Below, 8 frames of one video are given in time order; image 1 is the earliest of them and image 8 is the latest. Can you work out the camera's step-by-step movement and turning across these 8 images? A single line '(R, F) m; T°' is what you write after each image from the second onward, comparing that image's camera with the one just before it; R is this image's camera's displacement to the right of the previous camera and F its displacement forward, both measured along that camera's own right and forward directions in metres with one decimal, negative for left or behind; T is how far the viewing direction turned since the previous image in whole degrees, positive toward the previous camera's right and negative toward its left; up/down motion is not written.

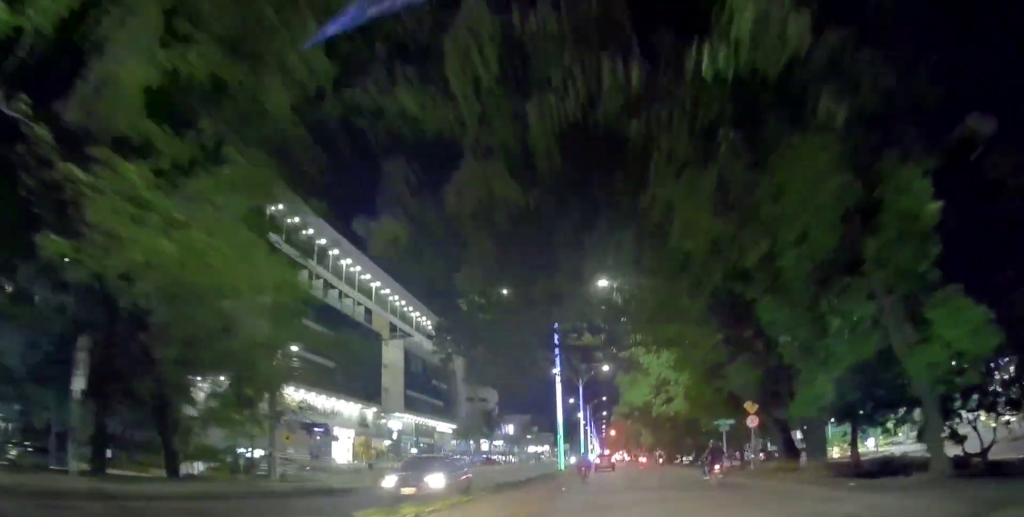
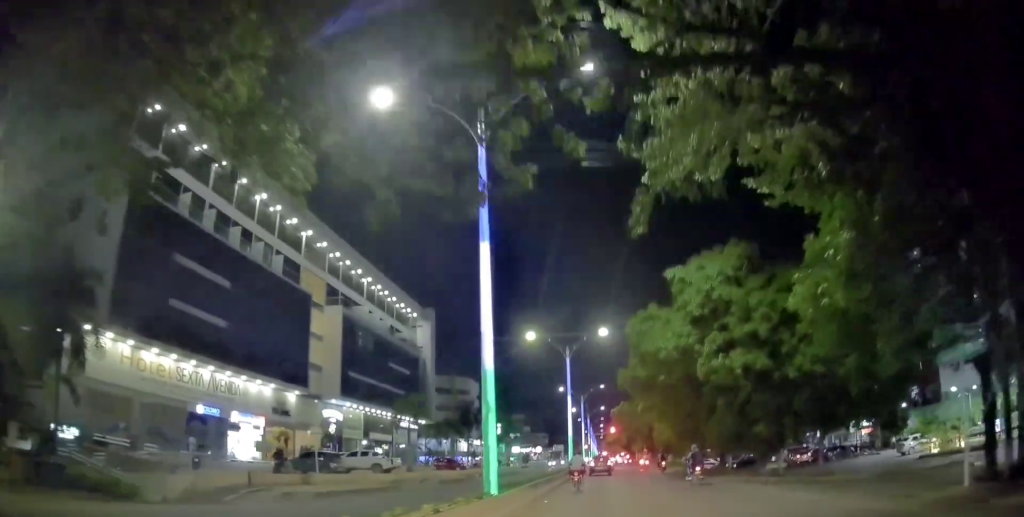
(-0.4, +22.2) m; +1°
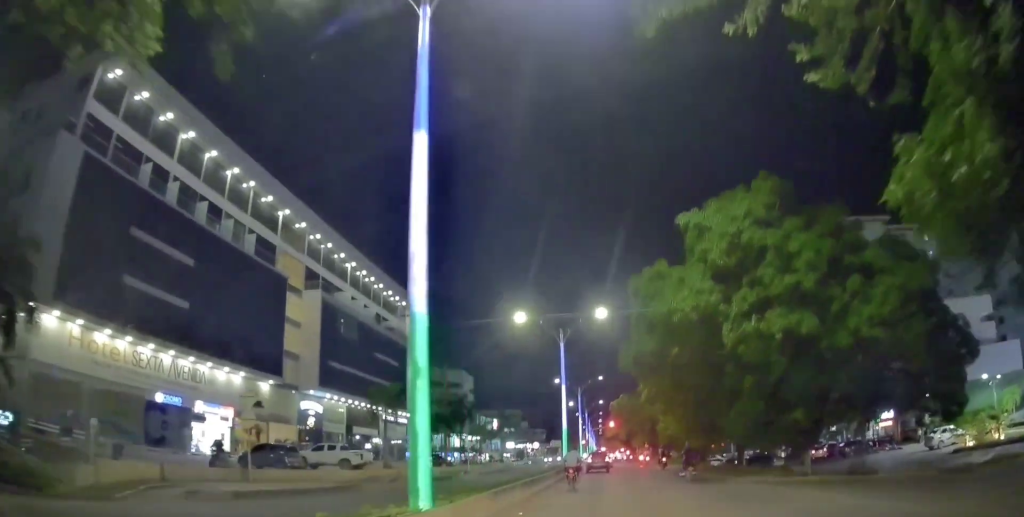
(+0.2, +5.2) m; 0°
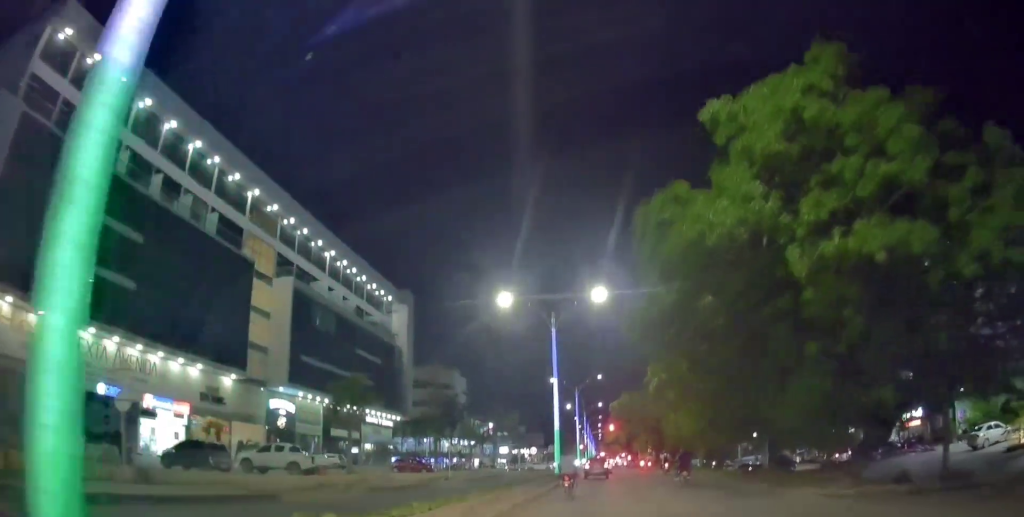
(0.0, +6.4) m; -1°
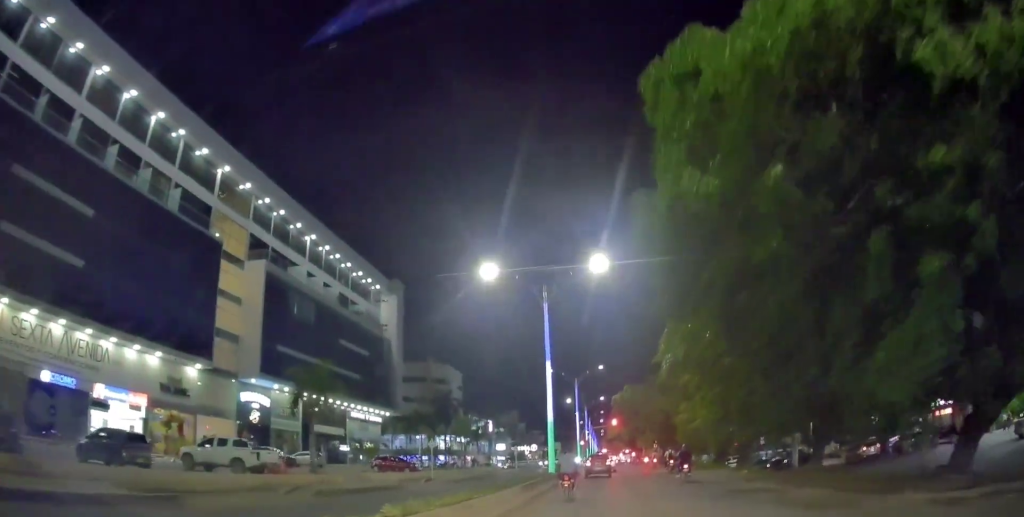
(-0.1, +5.5) m; -2°
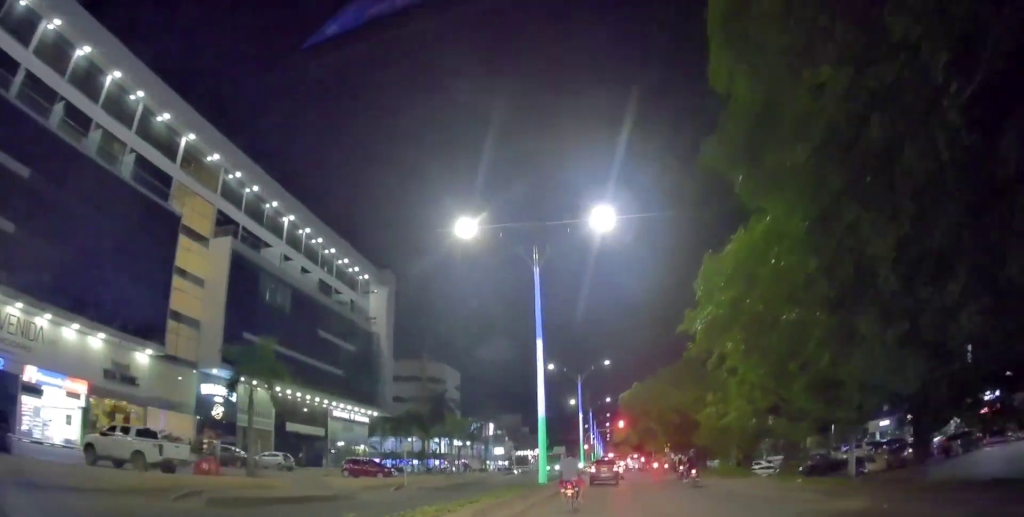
(-0.2, +6.7) m; 0°
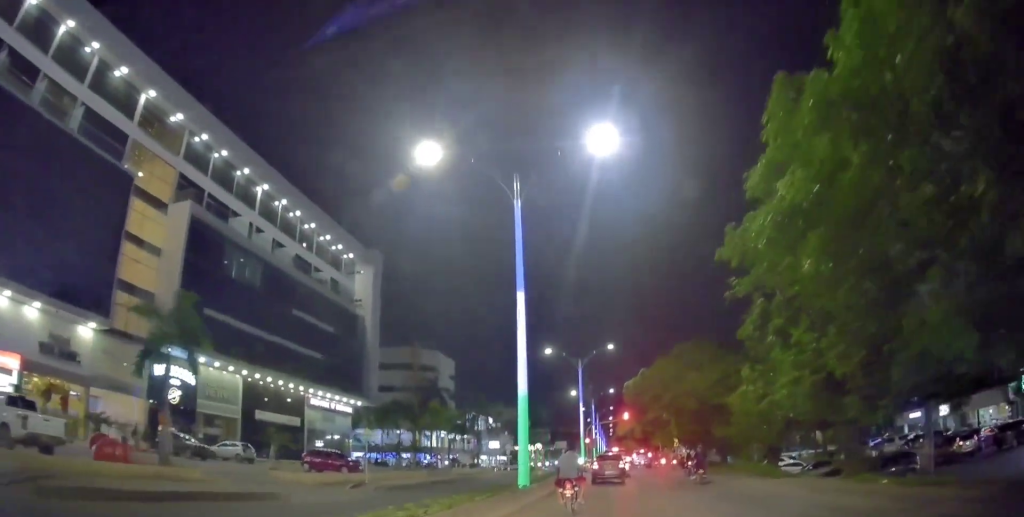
(+0.1, +6.1) m; +1°
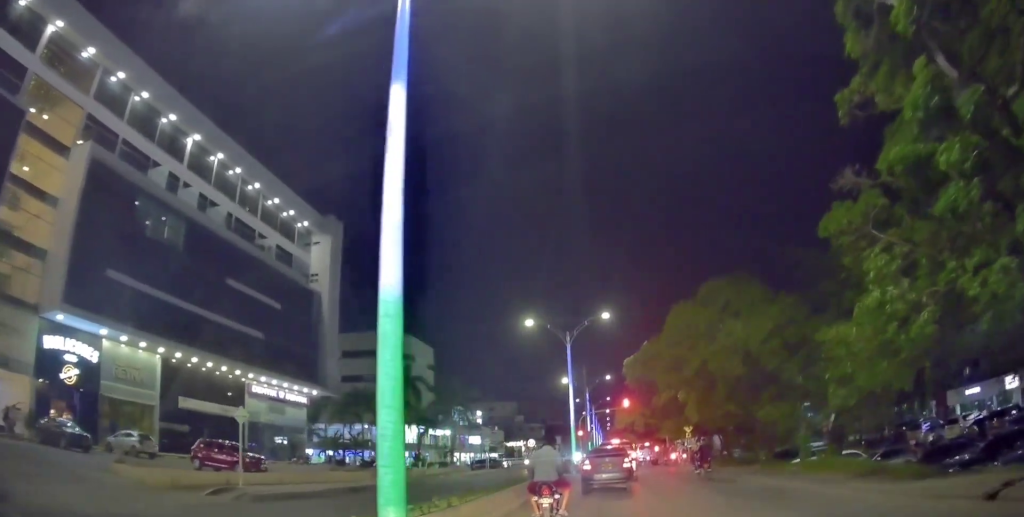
(+0.2, +11.0) m; 0°
